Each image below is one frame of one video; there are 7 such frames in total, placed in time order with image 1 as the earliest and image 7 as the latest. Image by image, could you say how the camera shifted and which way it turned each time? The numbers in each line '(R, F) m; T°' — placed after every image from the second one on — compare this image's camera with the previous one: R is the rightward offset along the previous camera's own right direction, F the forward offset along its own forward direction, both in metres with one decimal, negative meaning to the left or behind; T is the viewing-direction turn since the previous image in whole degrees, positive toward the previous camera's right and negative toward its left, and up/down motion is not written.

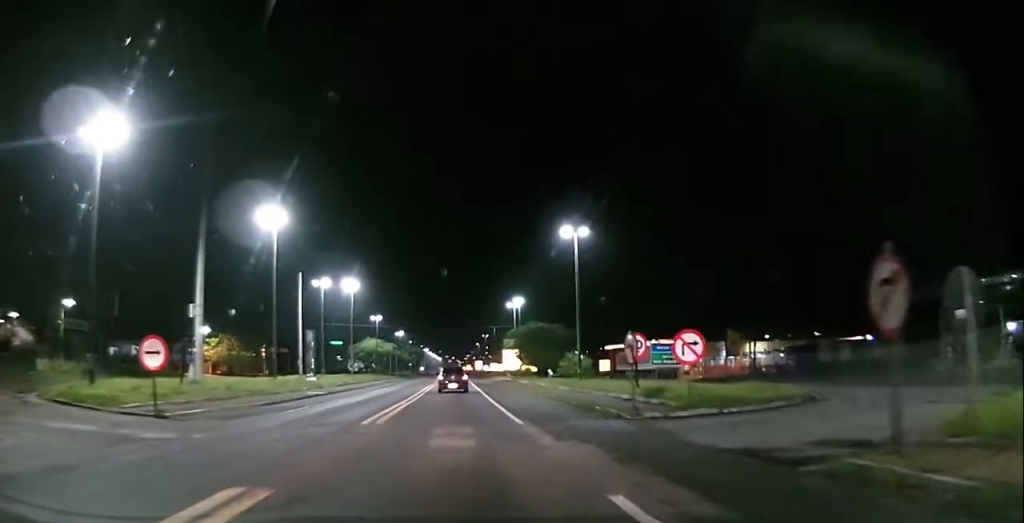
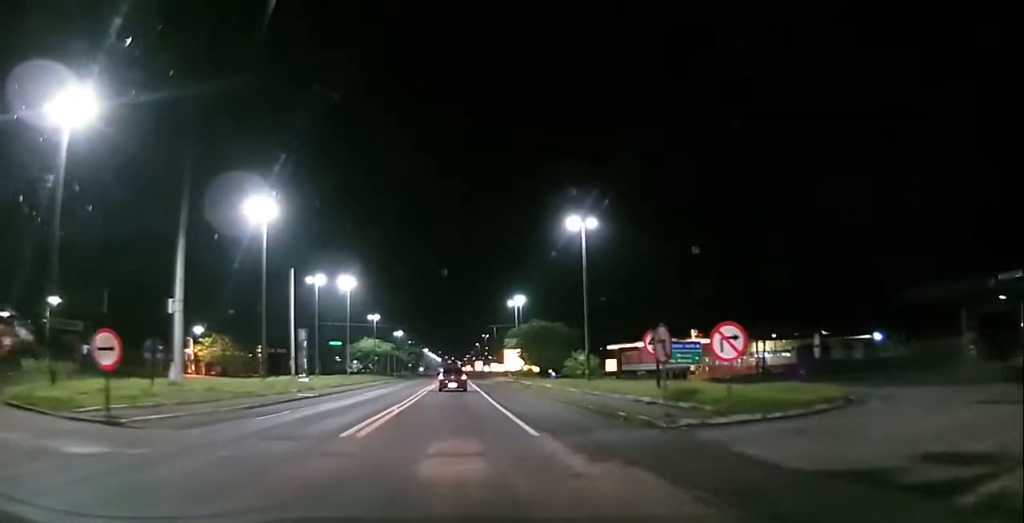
(0.0, +2.3) m; +1°
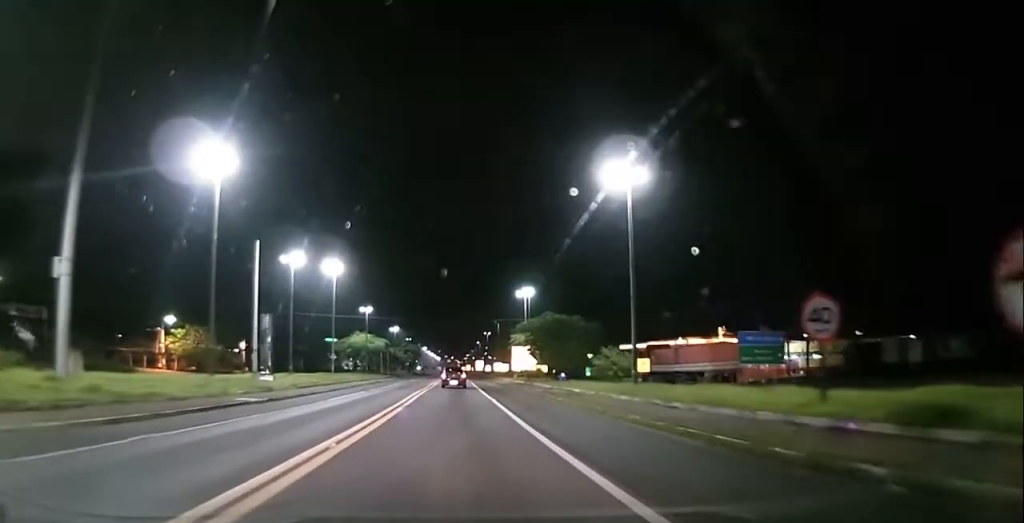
(+0.1, +8.9) m; -2°
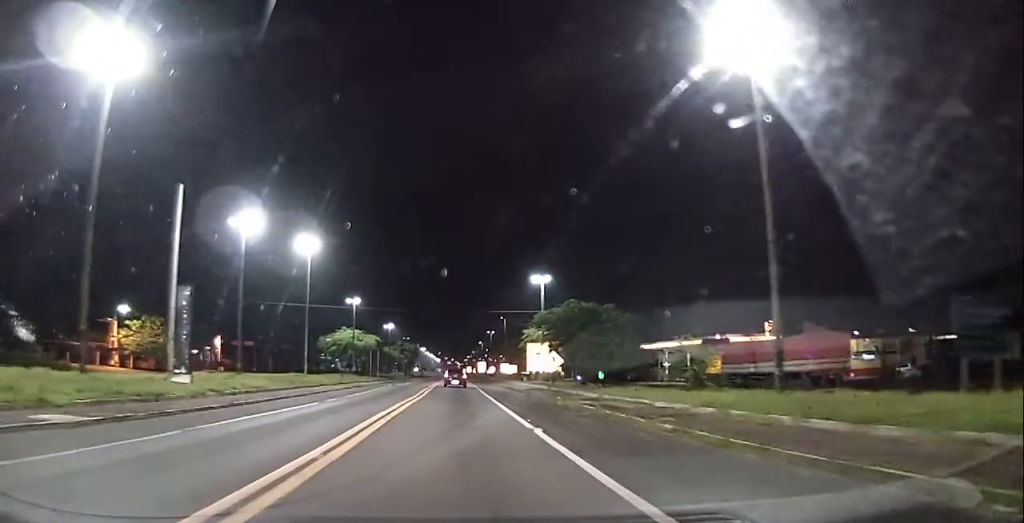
(-0.5, +12.7) m; -2°
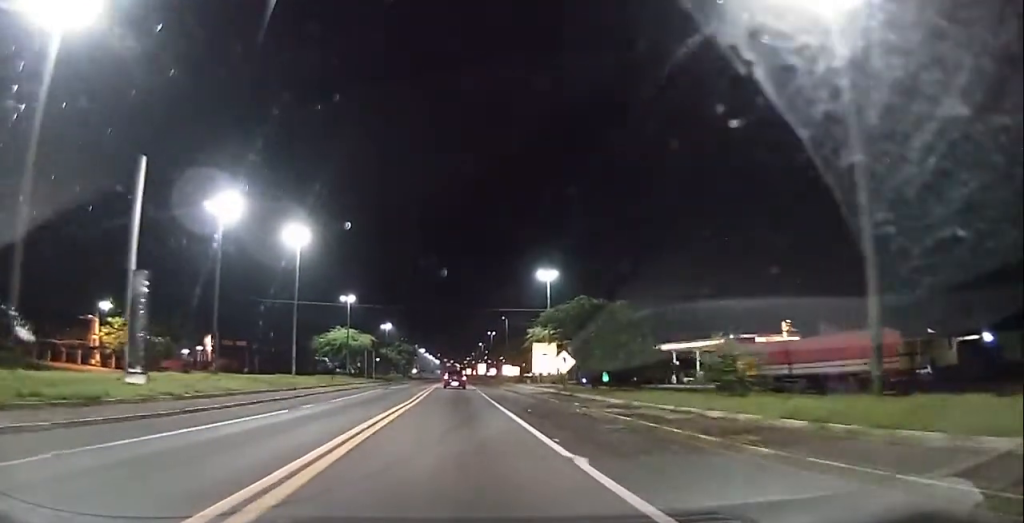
(0.0, +4.1) m; 0°
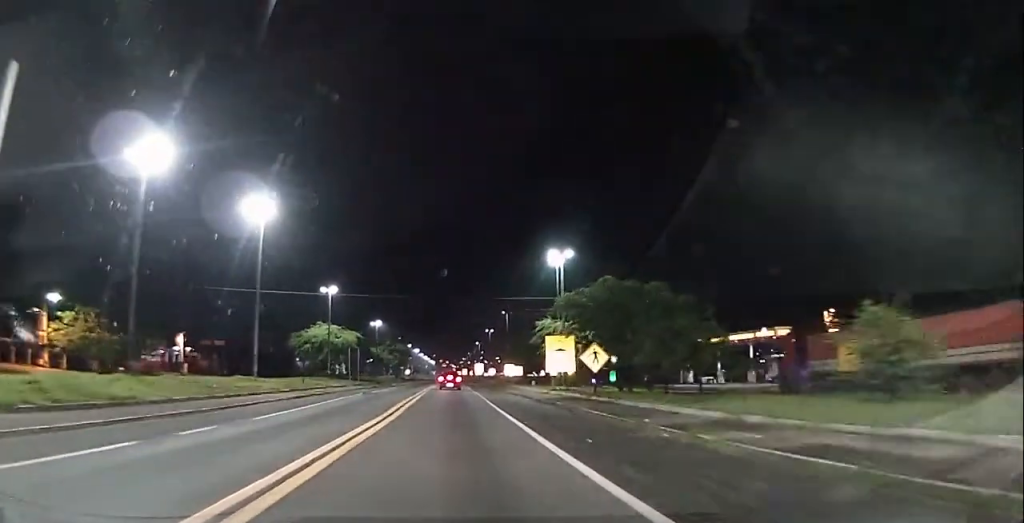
(0.0, +9.1) m; +1°
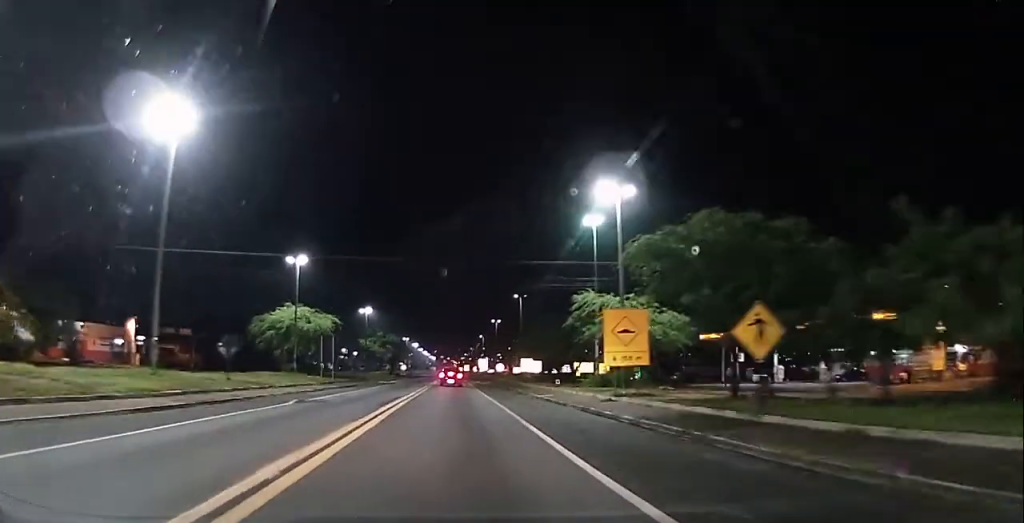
(+0.1, +15.9) m; +1°
